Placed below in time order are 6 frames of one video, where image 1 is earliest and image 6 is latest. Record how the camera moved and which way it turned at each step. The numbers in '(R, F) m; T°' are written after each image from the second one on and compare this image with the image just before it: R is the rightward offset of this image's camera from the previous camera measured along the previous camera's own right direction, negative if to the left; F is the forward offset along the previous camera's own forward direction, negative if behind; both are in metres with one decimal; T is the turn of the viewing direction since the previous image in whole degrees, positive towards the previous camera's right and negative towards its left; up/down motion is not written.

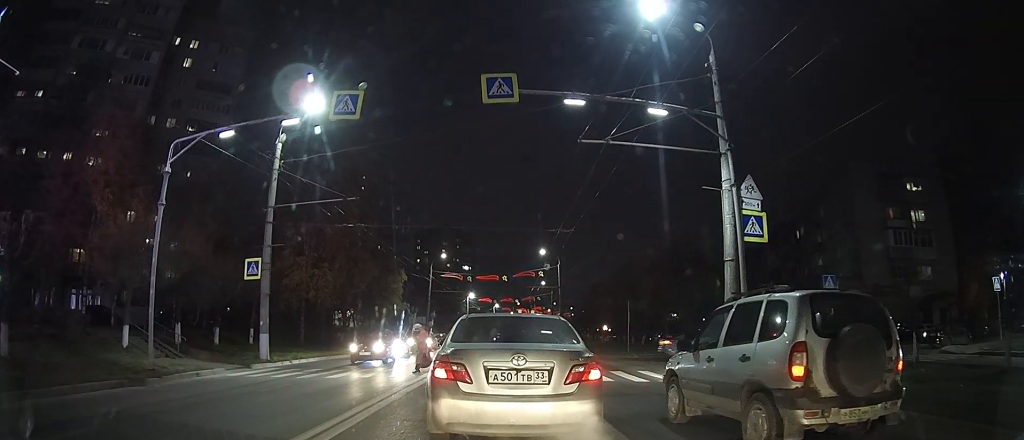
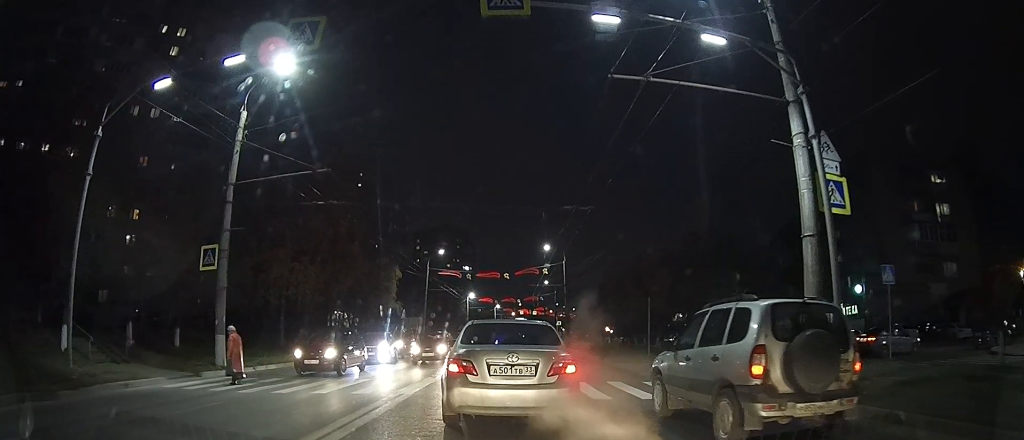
(+0.1, +4.8) m; +1°
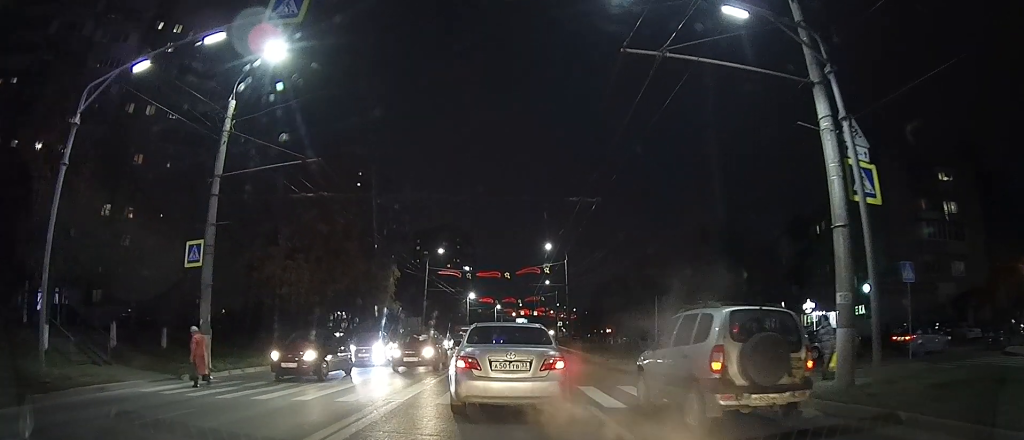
(0.0, +1.4) m; 0°
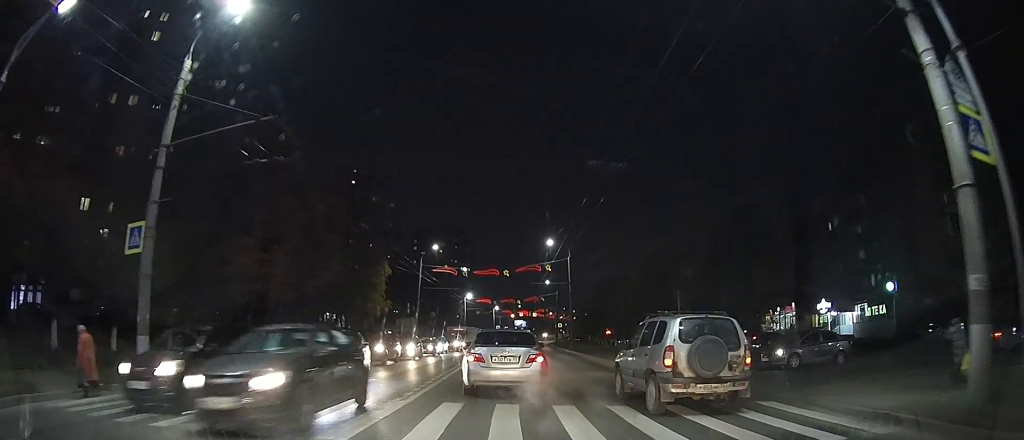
(0.0, +4.1) m; 0°
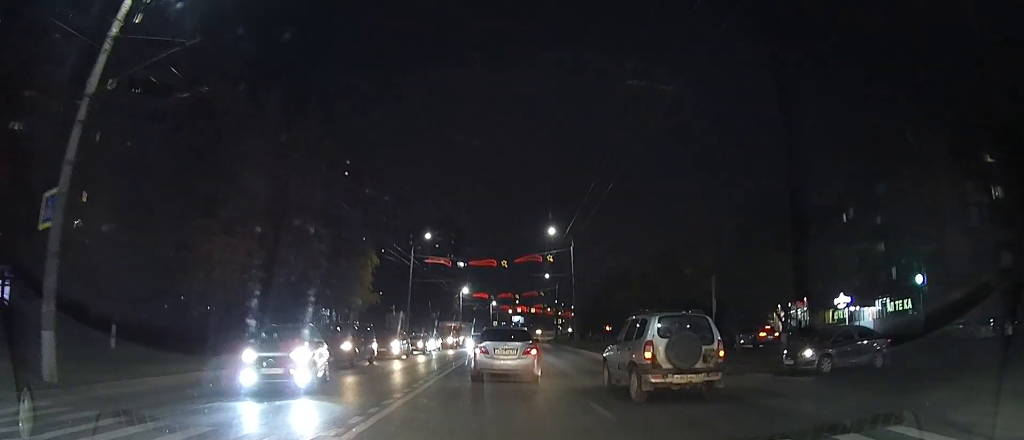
(0.0, +4.1) m; 0°
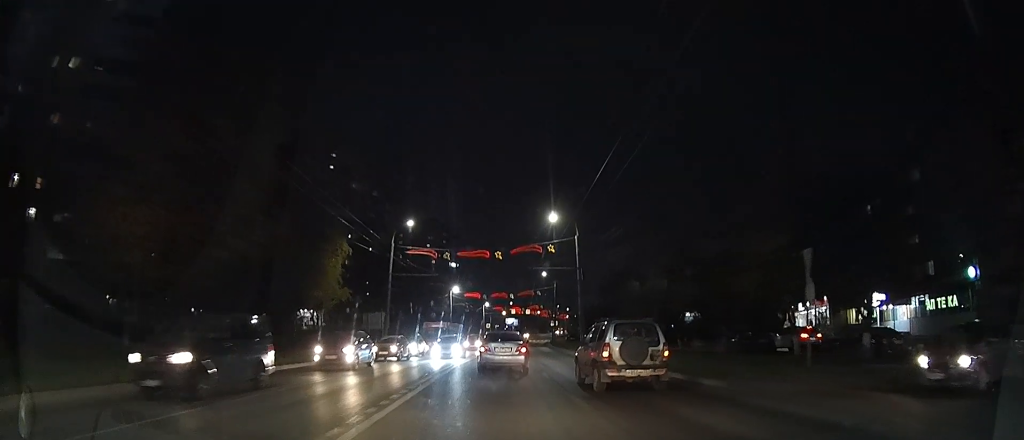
(+0.1, +7.7) m; +1°
